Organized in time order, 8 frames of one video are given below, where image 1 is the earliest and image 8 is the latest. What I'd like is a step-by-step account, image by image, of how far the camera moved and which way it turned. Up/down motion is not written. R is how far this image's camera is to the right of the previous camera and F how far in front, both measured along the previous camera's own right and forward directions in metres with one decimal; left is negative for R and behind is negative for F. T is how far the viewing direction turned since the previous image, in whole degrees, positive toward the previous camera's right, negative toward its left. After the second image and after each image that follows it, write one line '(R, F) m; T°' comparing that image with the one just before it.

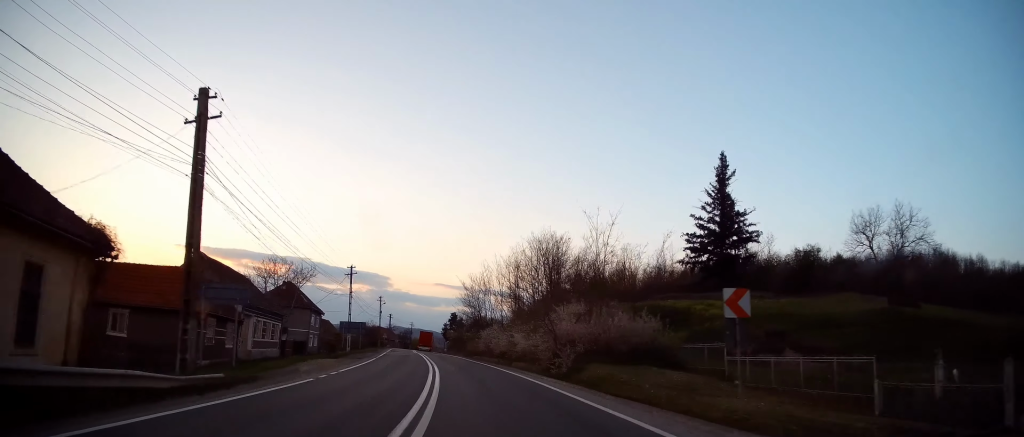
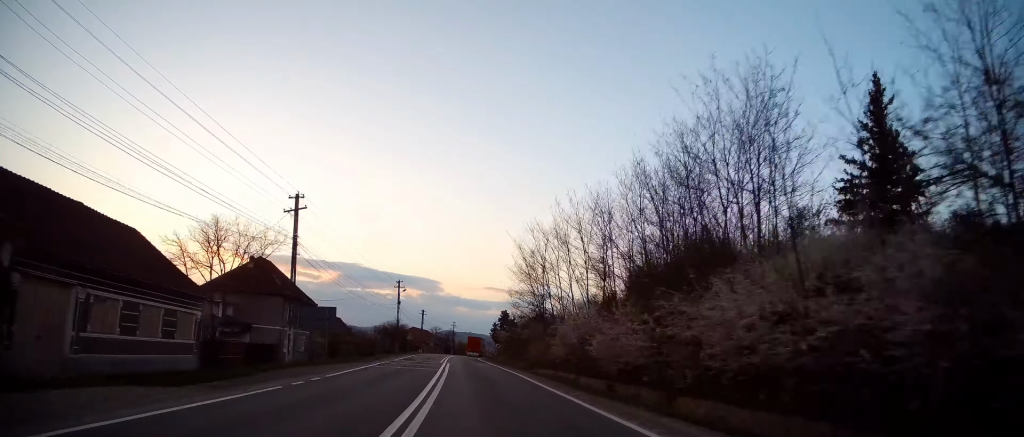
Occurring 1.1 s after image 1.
(-2.1, +25.5) m; -8°
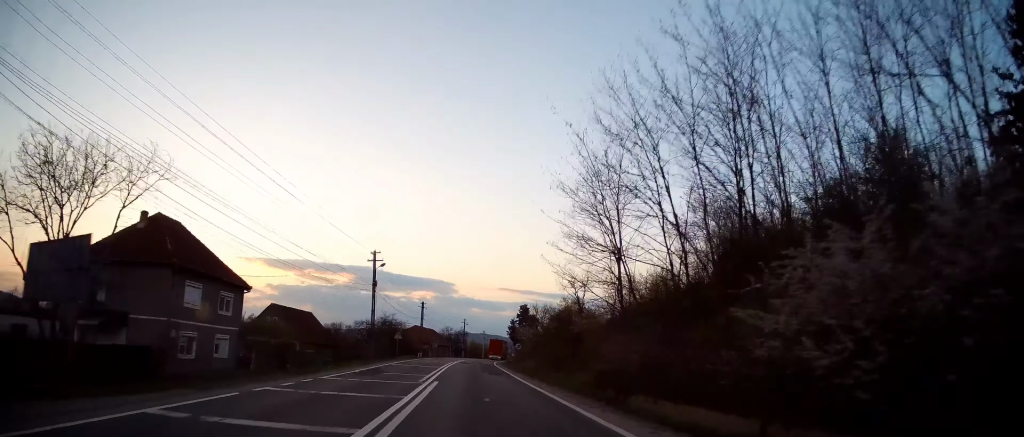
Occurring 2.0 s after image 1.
(-0.9, +19.7) m; -4°
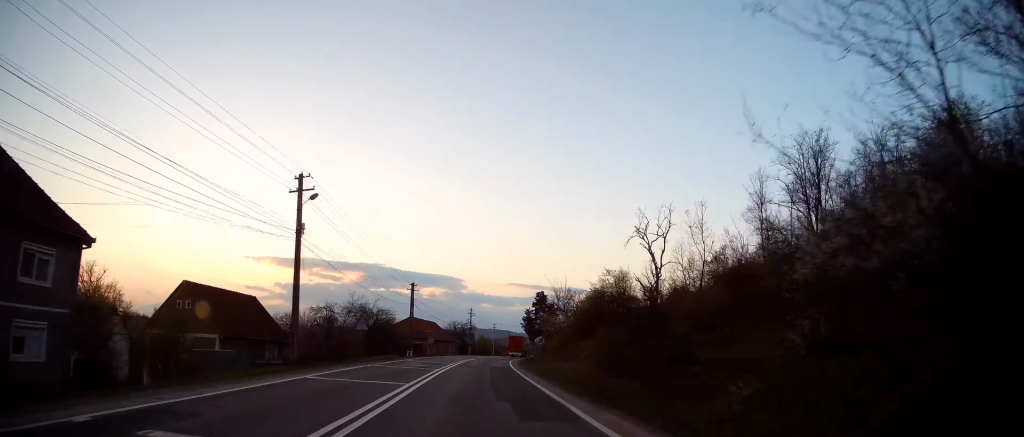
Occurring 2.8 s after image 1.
(-0.4, +17.8) m; -1°
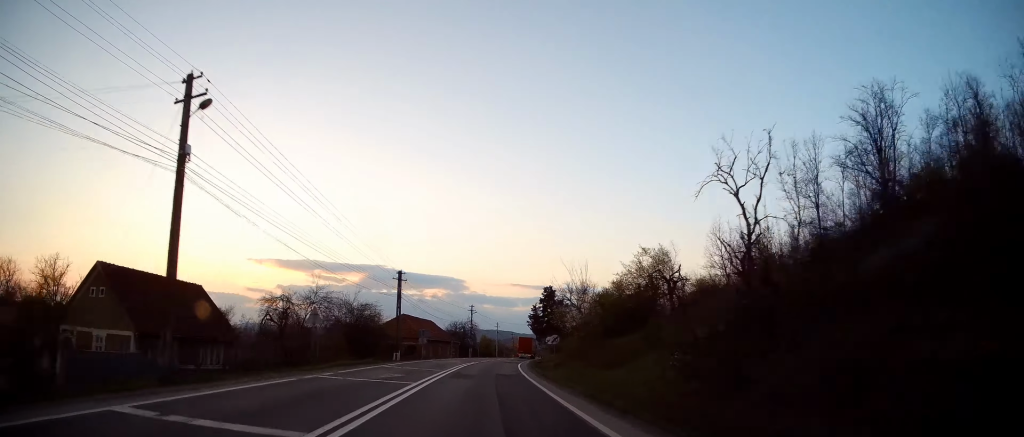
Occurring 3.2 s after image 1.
(-0.1, +9.3) m; 0°
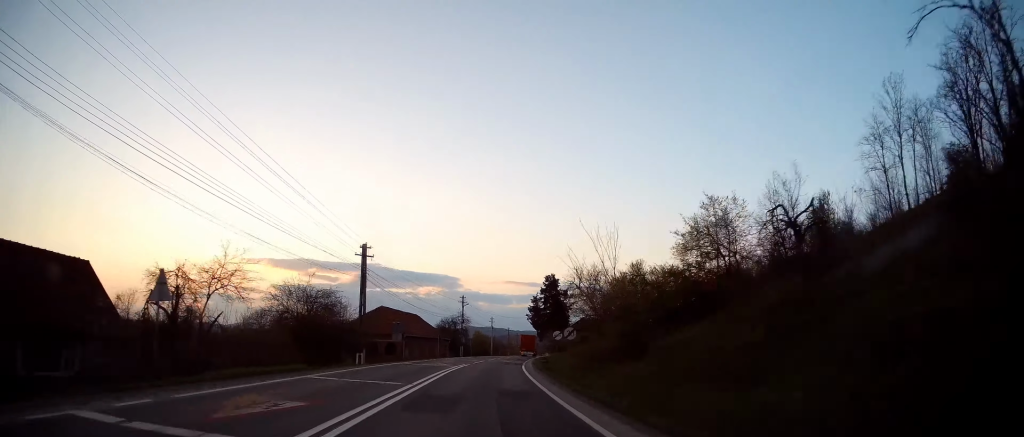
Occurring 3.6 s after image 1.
(0.0, +11.0) m; 0°
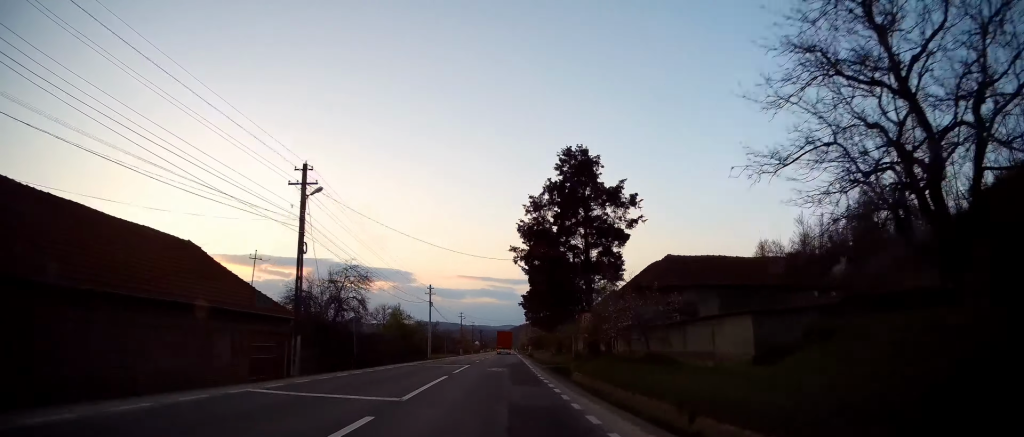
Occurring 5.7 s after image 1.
(+0.5, +50.0) m; +3°
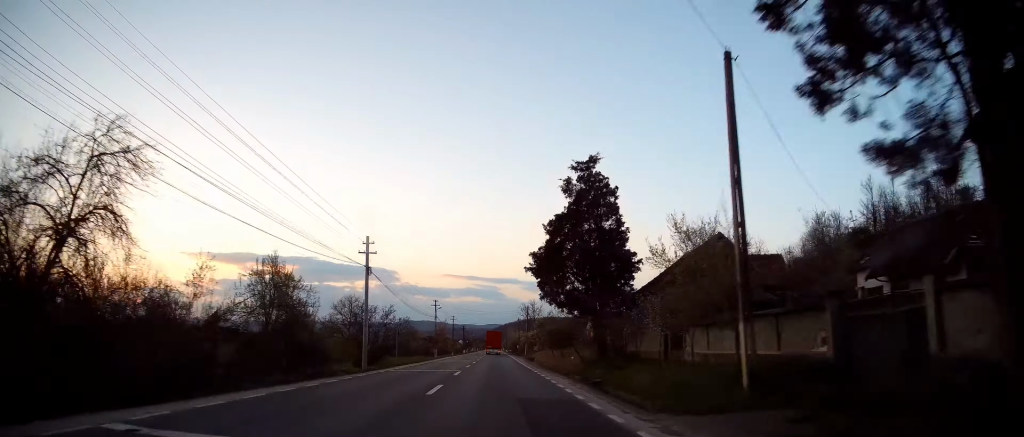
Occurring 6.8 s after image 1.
(+0.9, +25.7) m; +2°
